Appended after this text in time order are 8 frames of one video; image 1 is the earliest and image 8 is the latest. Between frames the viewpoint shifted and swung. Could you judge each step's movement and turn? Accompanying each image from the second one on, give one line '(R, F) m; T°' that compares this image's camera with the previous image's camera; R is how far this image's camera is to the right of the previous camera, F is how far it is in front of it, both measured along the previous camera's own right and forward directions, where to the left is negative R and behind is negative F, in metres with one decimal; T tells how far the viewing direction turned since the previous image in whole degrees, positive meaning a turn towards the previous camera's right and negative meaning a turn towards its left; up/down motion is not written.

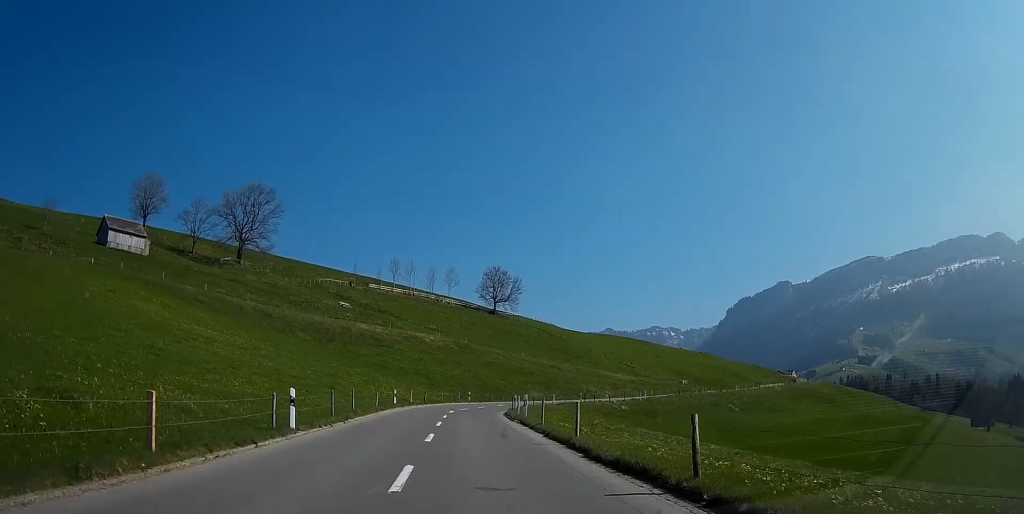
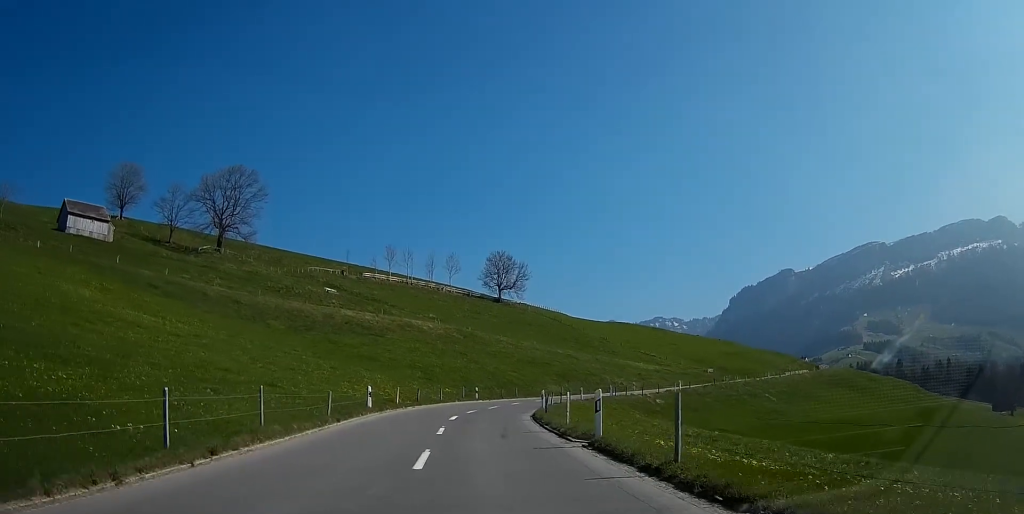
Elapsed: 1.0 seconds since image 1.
(0.0, +14.8) m; -1°
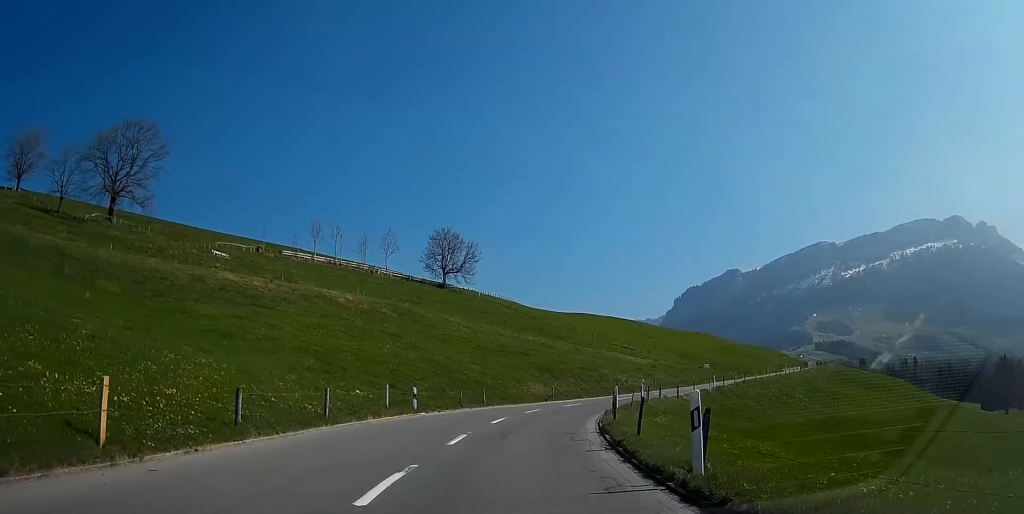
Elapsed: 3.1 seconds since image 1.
(+1.0, +28.8) m; +7°
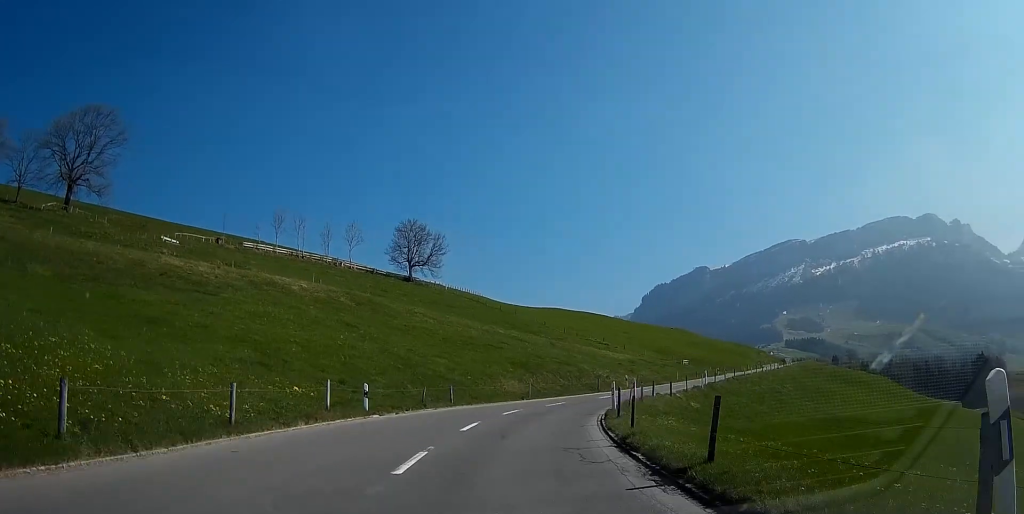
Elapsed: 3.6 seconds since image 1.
(+0.2, +5.8) m; +3°
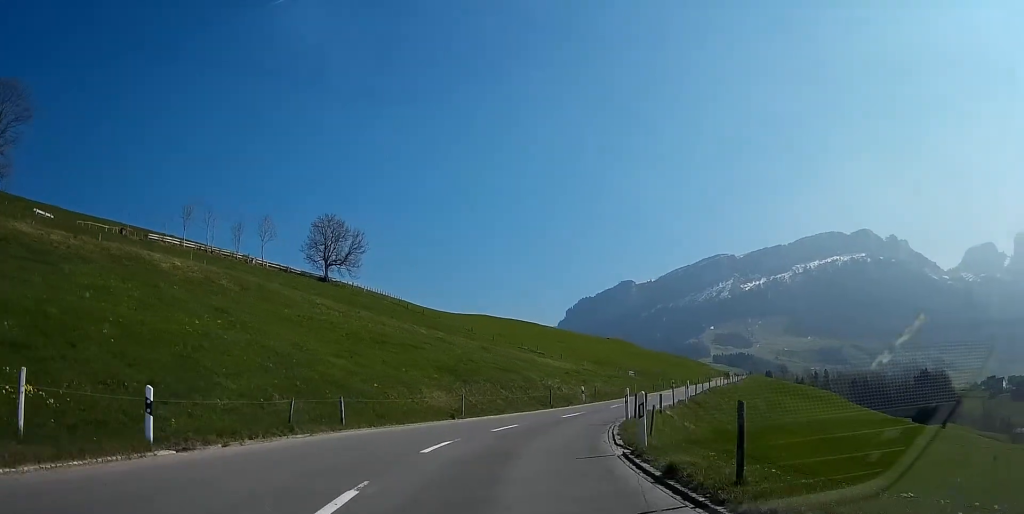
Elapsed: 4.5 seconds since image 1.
(+0.7, +12.9) m; +6°
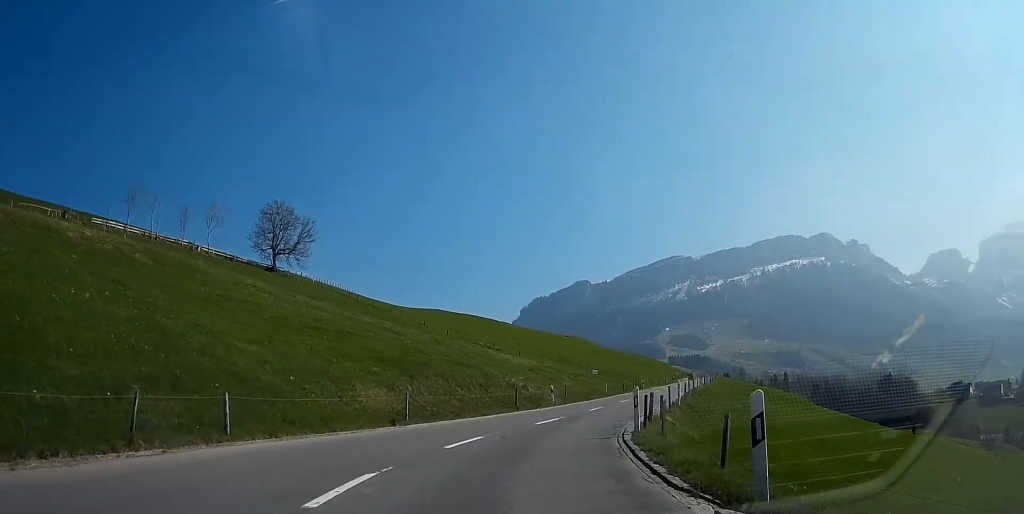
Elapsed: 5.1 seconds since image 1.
(0.0, +7.1) m; +4°
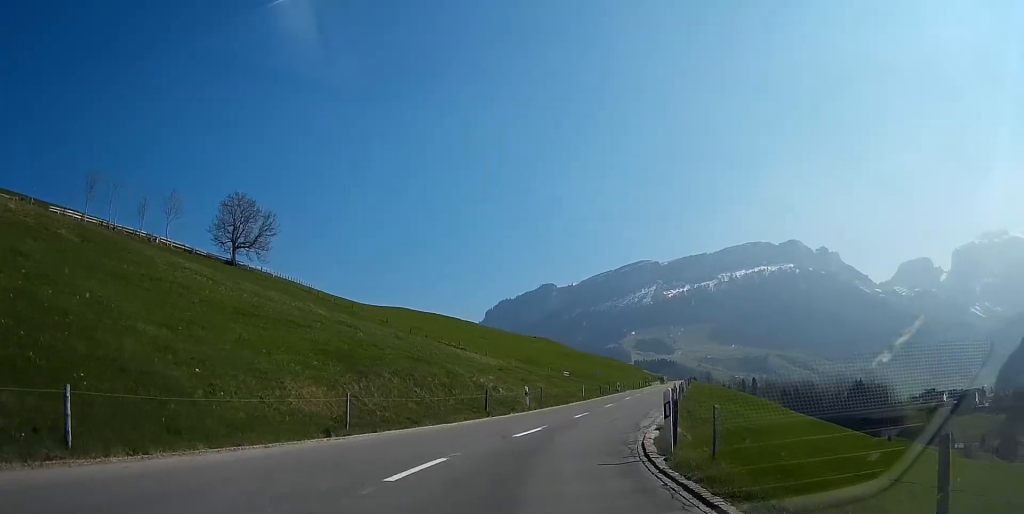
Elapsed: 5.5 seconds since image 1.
(+0.3, +5.3) m; +3°
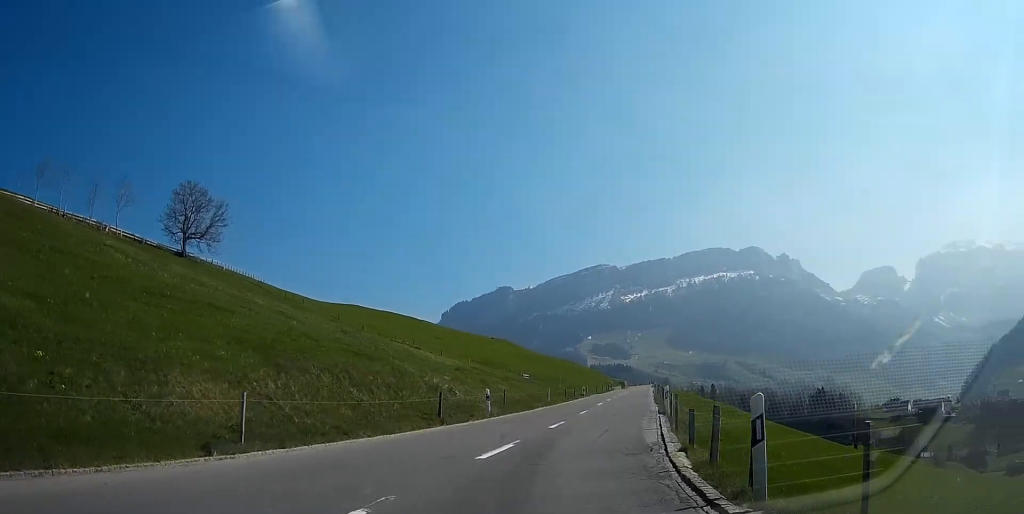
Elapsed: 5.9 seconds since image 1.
(0.0, +5.3) m; +3°
